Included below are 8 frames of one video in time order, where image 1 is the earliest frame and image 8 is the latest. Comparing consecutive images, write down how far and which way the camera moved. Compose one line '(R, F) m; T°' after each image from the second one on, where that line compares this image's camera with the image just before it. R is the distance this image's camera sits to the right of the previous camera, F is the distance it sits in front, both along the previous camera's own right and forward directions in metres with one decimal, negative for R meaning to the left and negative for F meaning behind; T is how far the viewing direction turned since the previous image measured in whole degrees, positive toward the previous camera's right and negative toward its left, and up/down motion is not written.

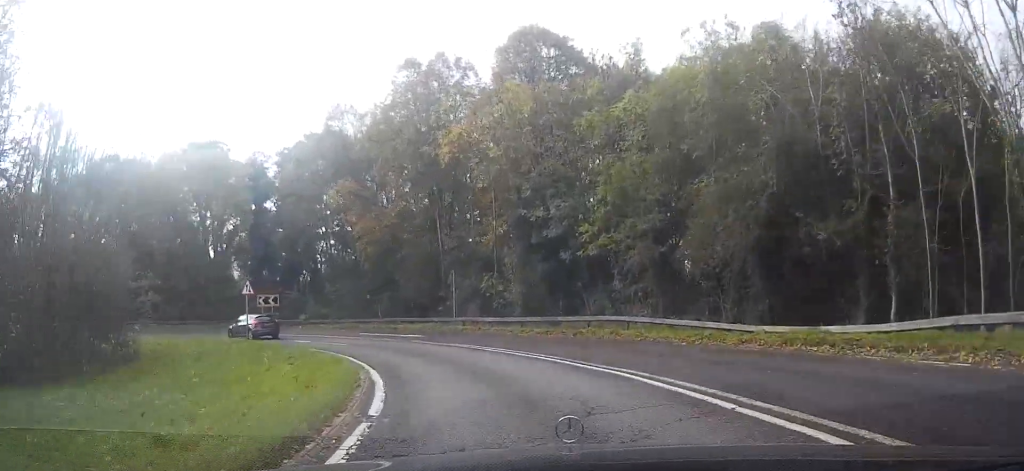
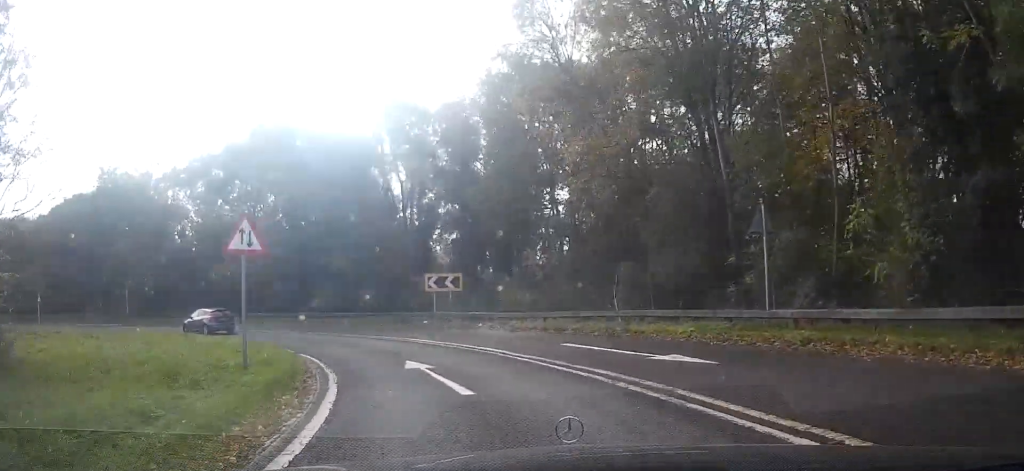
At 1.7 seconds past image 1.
(-3.4, +18.6) m; -23°
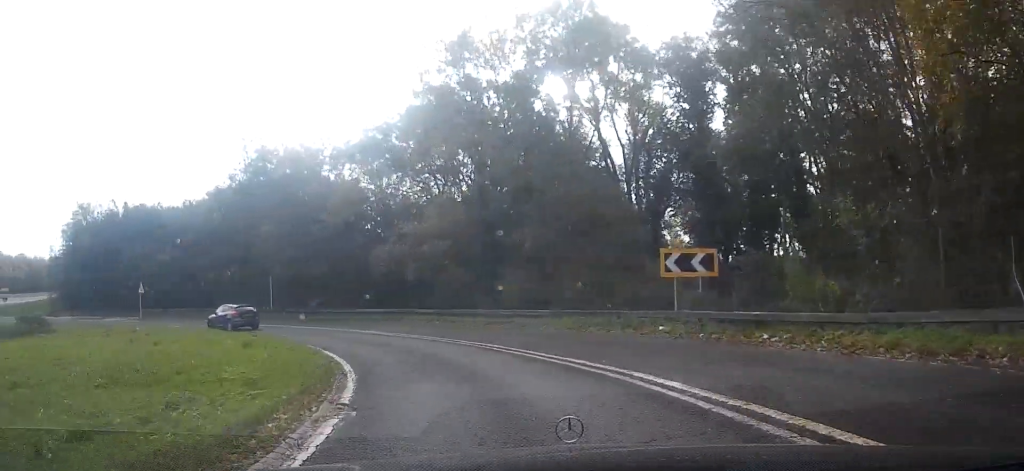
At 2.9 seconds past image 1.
(-2.2, +12.4) m; -15°
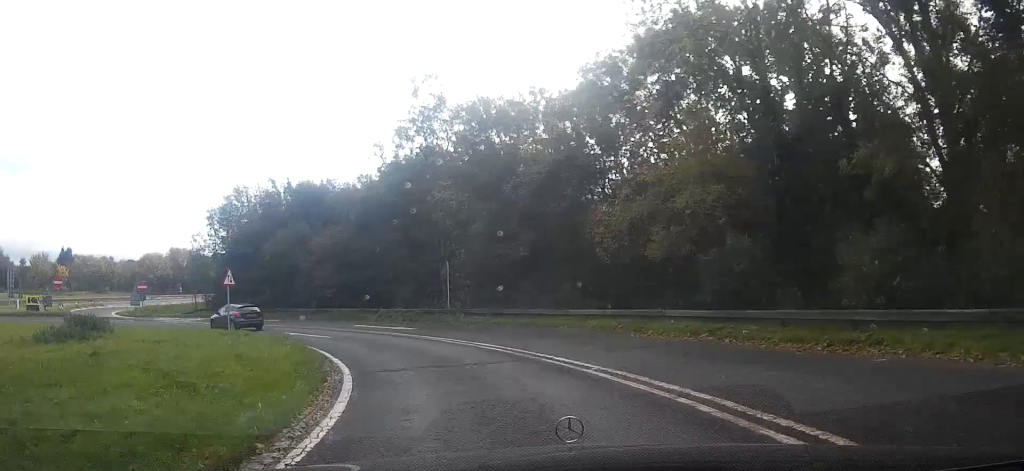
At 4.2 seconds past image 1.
(-1.4, +15.8) m; -18°
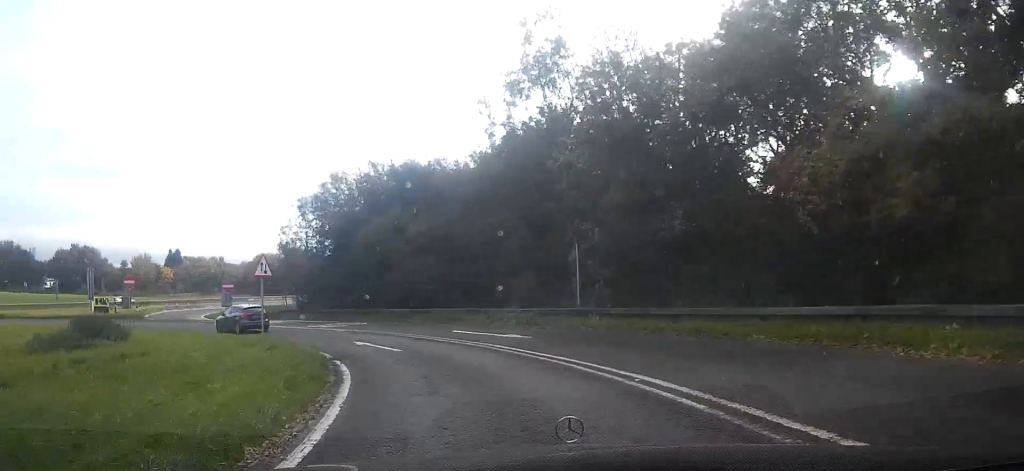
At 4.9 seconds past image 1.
(-1.5, +8.1) m; -14°
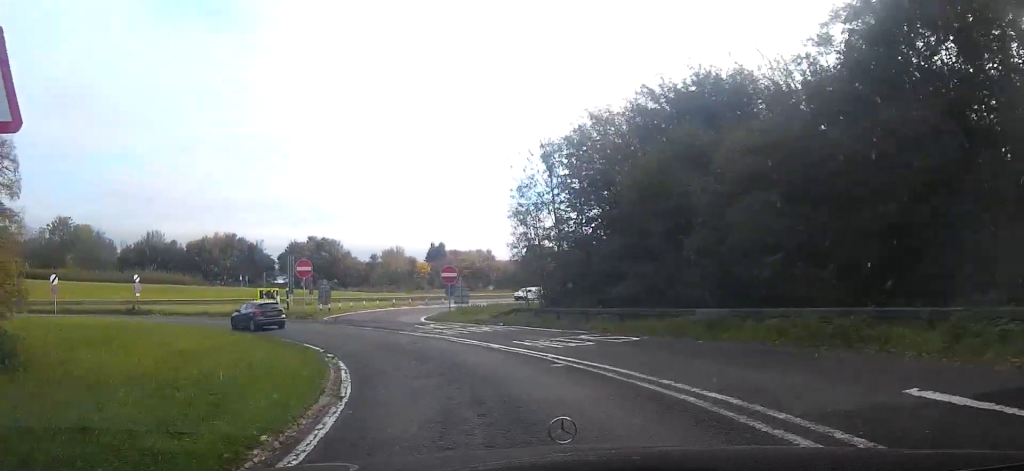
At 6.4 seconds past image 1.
(-4.6, +16.4) m; -32°
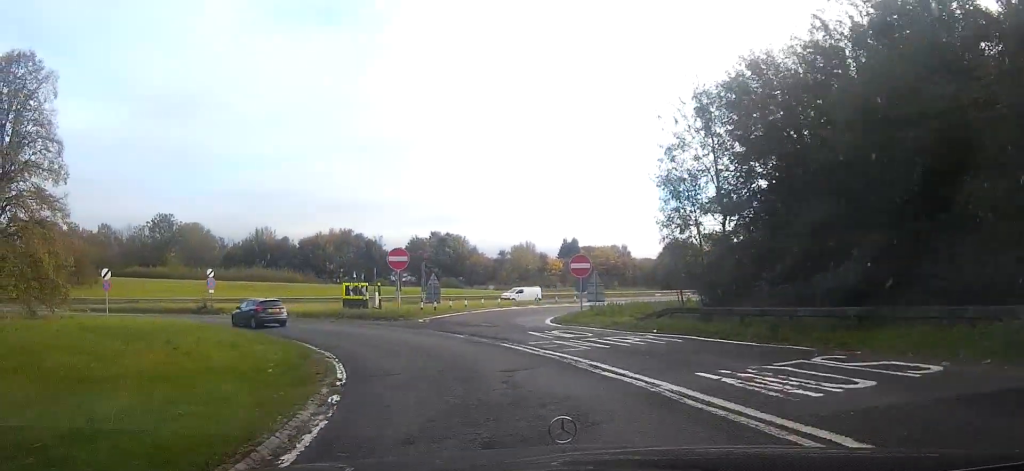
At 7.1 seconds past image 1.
(-1.2, +8.6) m; -15°
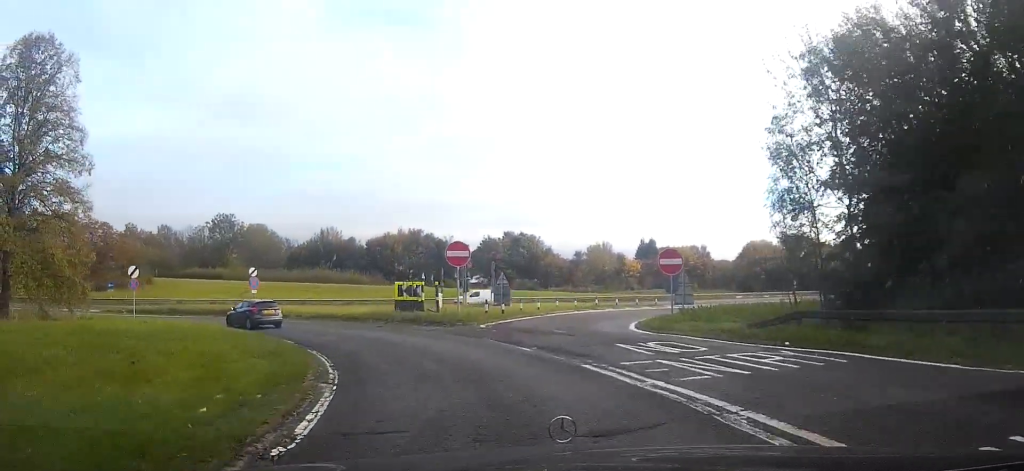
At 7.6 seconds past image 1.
(-0.6, +5.0) m; -6°
